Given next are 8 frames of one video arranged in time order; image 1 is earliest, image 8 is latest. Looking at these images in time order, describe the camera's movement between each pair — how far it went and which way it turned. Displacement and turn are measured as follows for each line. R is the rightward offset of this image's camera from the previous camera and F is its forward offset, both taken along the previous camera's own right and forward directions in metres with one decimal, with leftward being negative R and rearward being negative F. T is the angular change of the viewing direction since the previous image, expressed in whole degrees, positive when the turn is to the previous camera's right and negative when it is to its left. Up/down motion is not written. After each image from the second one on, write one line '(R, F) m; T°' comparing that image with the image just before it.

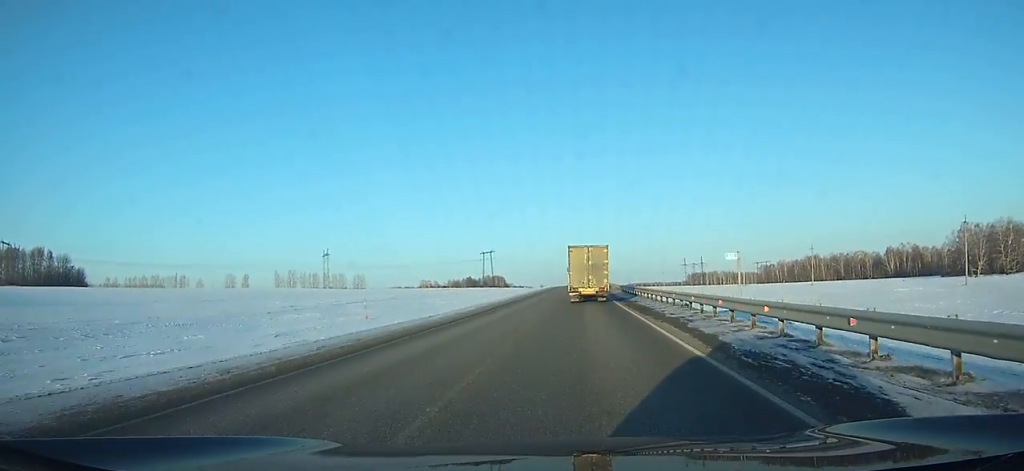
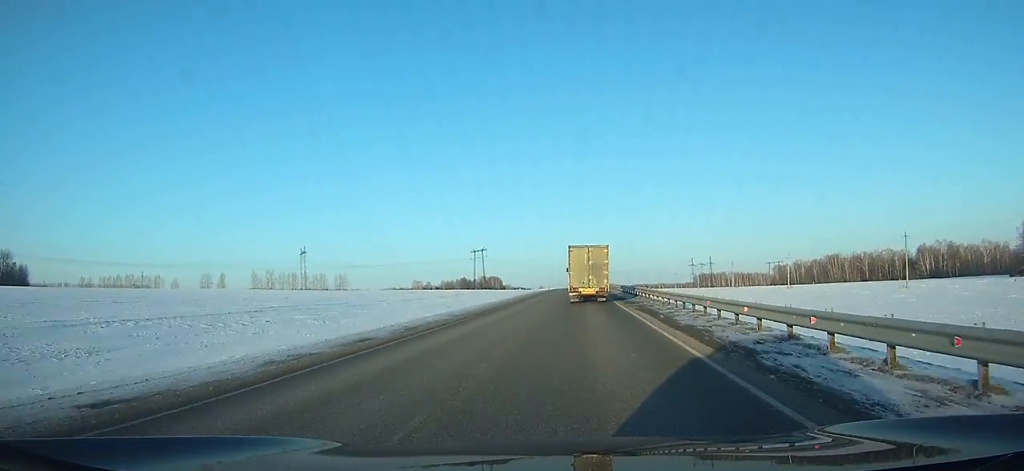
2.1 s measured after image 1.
(-0.1, +42.2) m; 0°
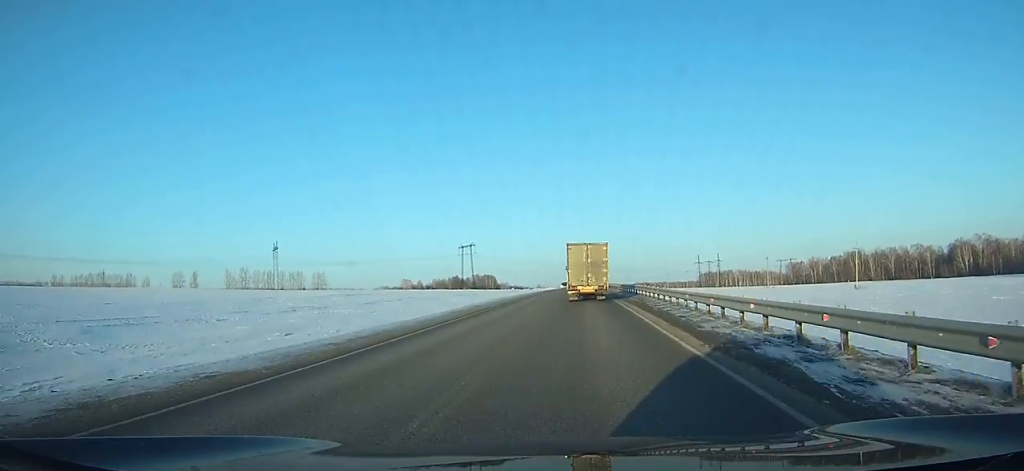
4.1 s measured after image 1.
(0.0, +40.1) m; 0°
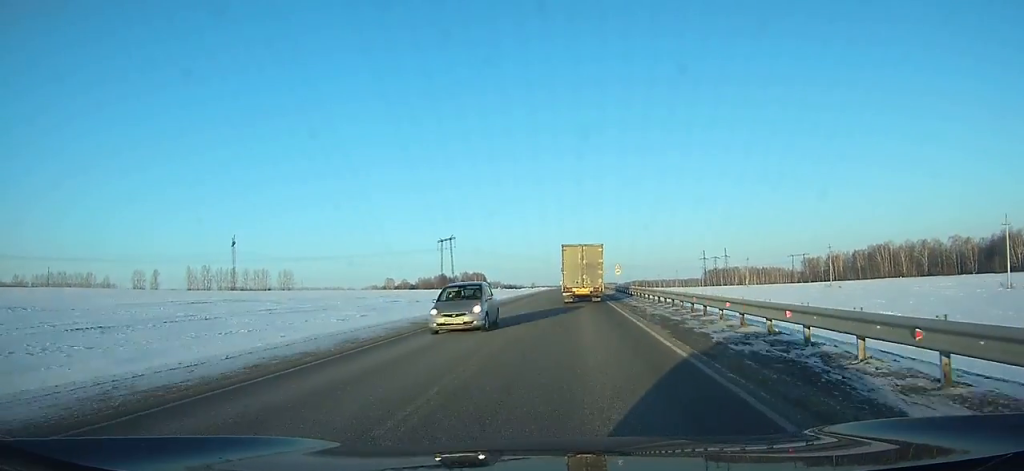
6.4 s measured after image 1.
(0.0, +46.3) m; 0°
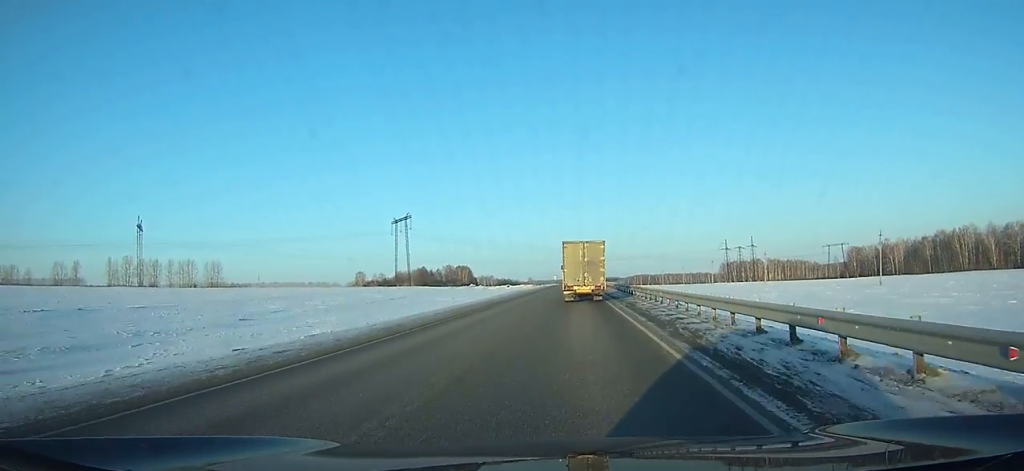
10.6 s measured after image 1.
(+0.2, +85.9) m; 0°
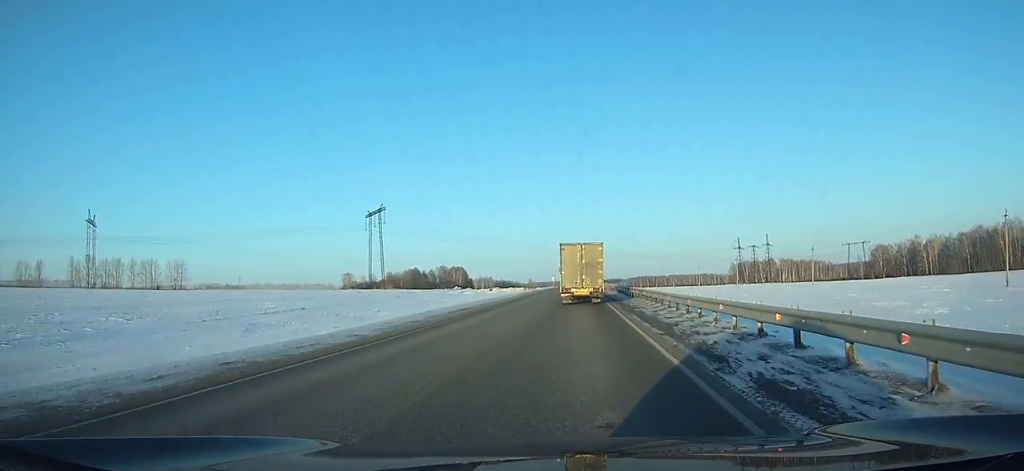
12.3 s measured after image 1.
(+0.1, +35.1) m; 0°
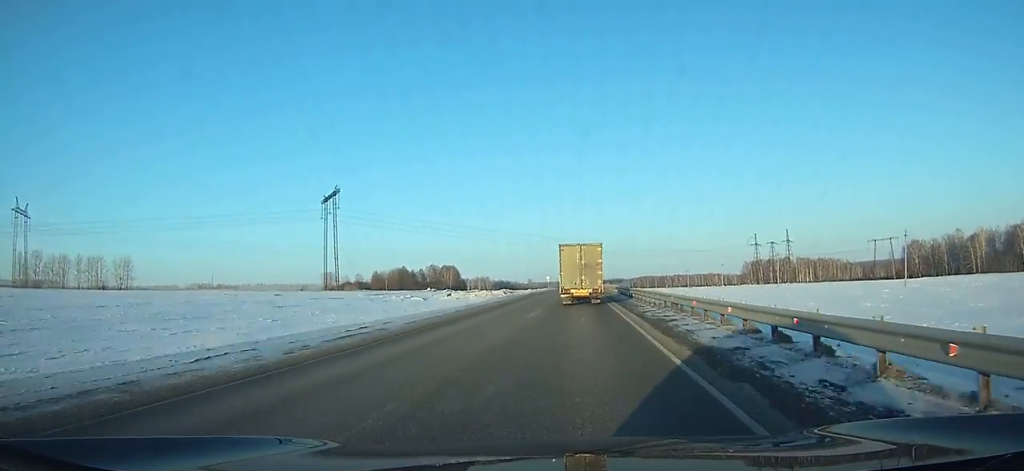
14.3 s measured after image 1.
(-0.1, +41.6) m; 0°
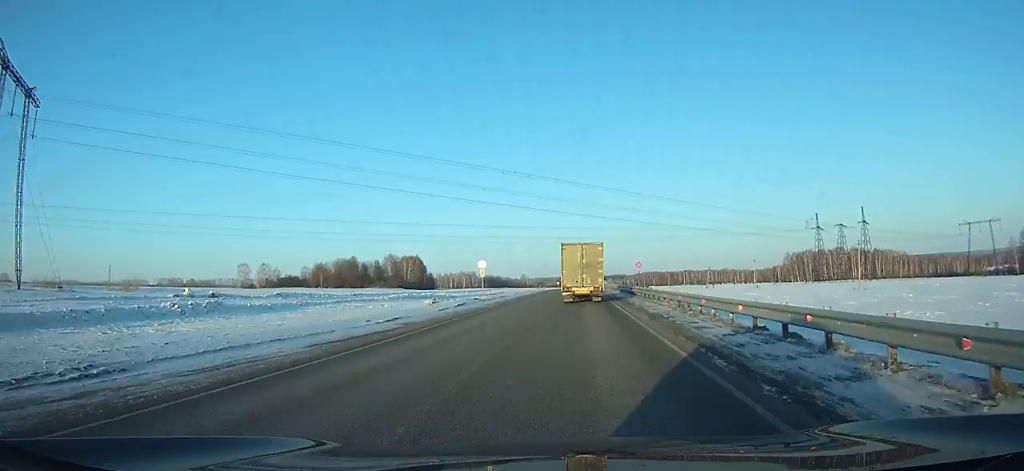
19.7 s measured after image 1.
(+0.1, +114.0) m; 0°
